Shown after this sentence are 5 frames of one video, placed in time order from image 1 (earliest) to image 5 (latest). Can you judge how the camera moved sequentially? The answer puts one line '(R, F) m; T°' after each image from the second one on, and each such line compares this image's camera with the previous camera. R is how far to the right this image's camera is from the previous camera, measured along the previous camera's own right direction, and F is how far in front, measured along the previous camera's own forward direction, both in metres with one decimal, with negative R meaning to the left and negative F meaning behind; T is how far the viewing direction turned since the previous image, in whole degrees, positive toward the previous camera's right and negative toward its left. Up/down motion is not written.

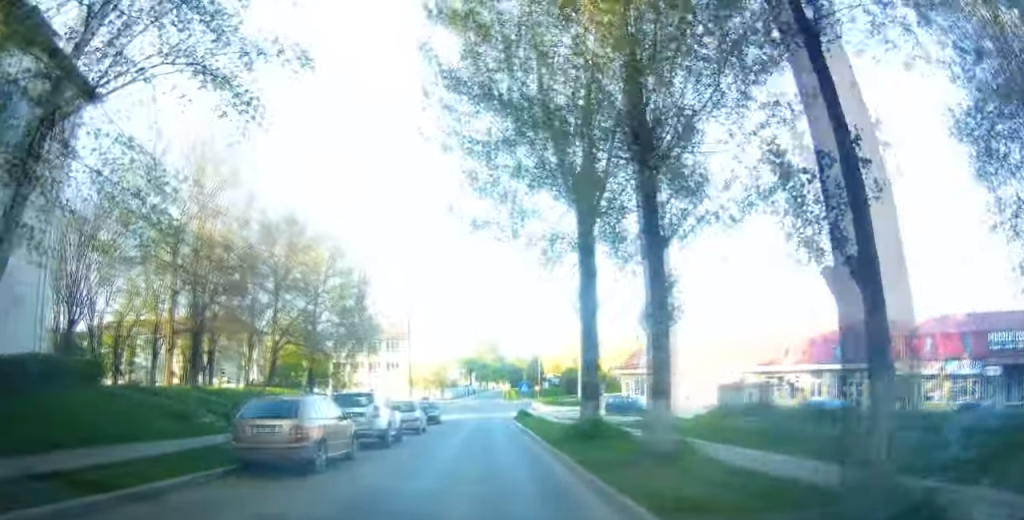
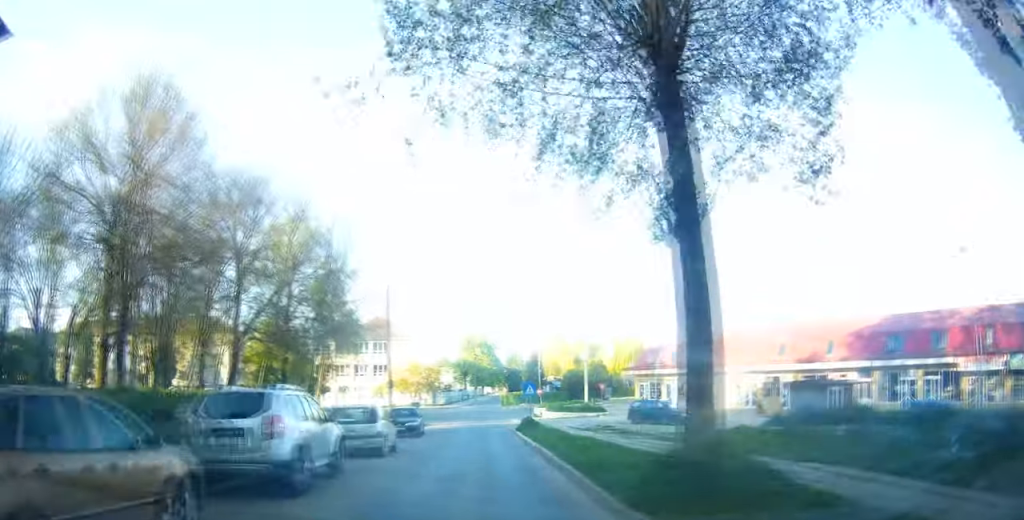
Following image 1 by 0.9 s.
(0.0, +7.8) m; 0°
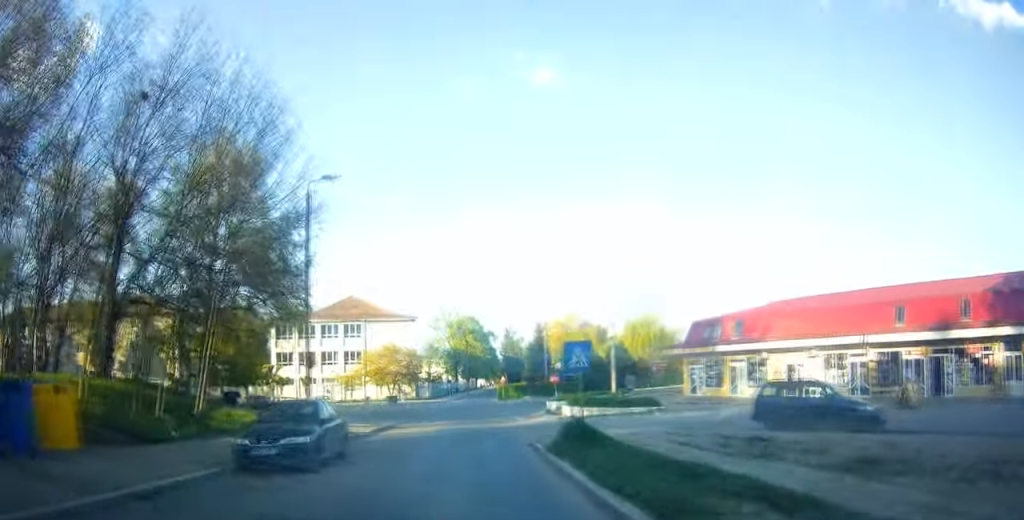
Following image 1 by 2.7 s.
(+0.2, +16.4) m; +4°
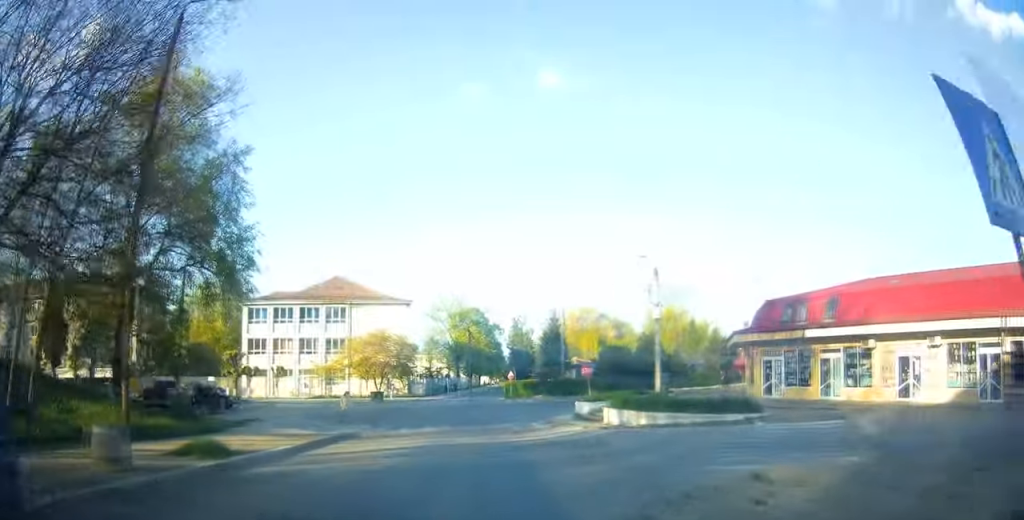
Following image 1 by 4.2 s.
(+0.3, +12.5) m; 0°
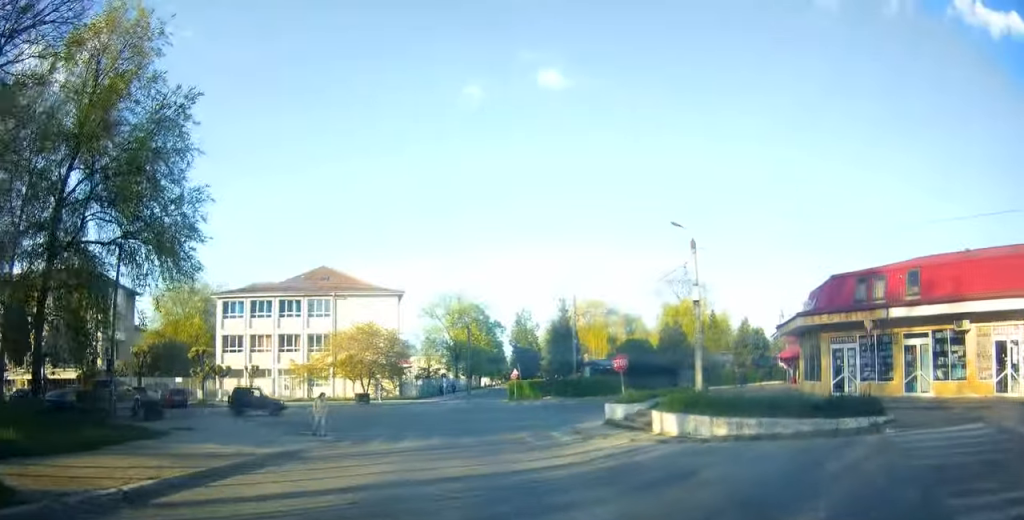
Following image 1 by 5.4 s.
(-0.1, +9.6) m; 0°
